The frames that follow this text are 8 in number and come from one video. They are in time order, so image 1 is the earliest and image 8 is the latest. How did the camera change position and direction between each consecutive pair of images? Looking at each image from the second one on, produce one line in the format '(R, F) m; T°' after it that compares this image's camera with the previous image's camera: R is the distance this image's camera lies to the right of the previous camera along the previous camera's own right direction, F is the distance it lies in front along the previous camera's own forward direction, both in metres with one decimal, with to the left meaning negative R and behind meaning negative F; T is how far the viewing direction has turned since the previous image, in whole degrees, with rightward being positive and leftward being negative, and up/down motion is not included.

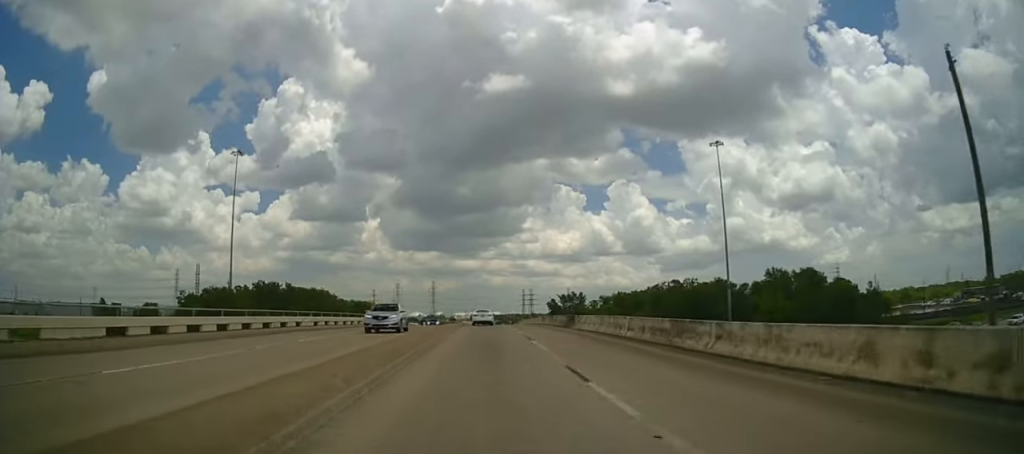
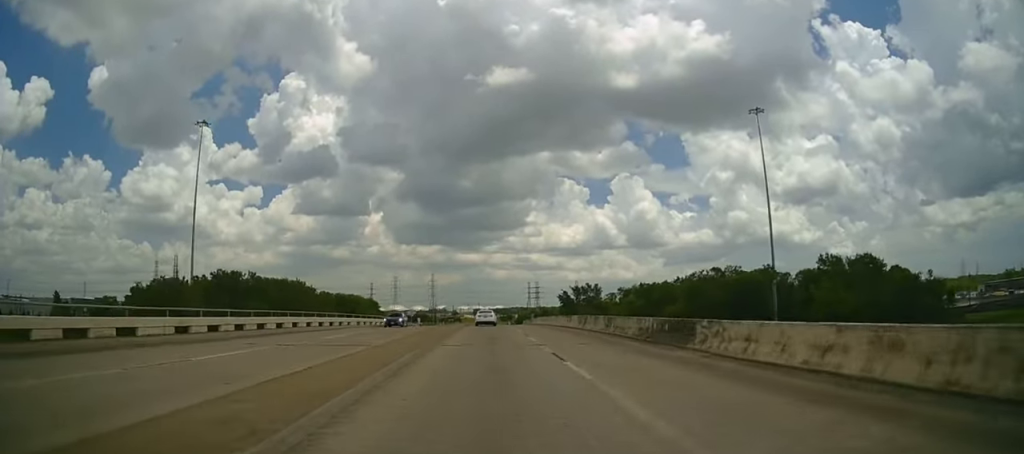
(-0.1, +21.1) m; +1°
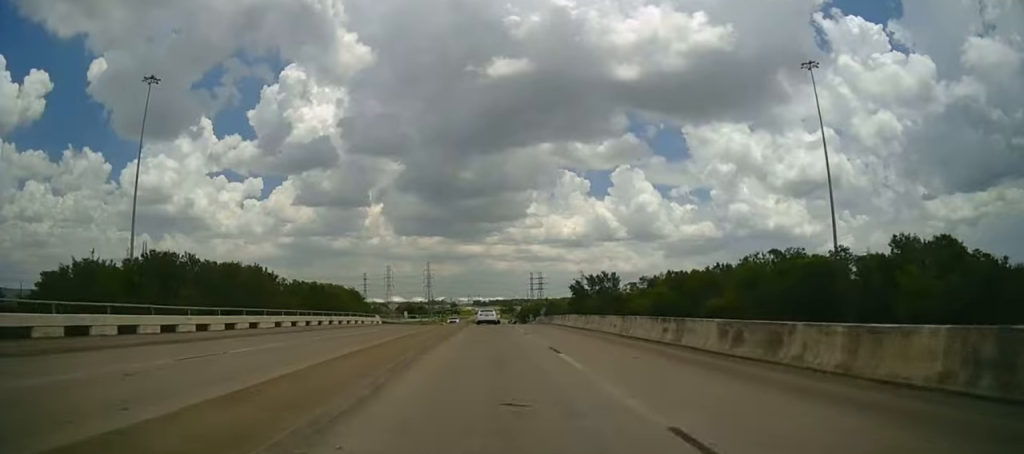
(-0.2, +22.7) m; -1°
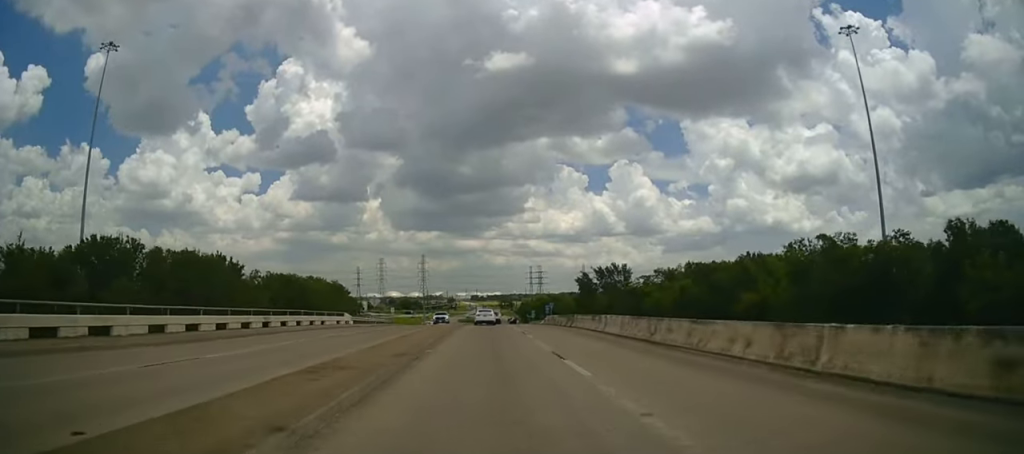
(+0.3, +14.0) m; +1°
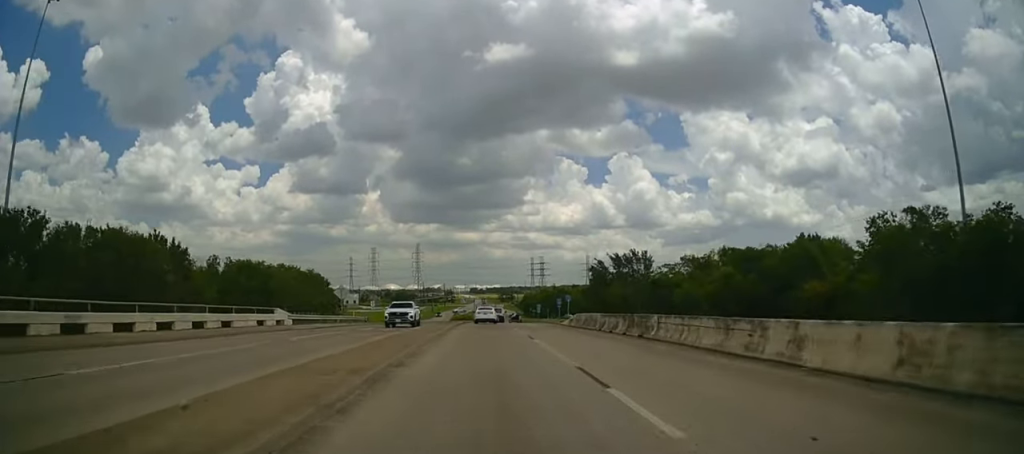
(0.0, +17.8) m; 0°
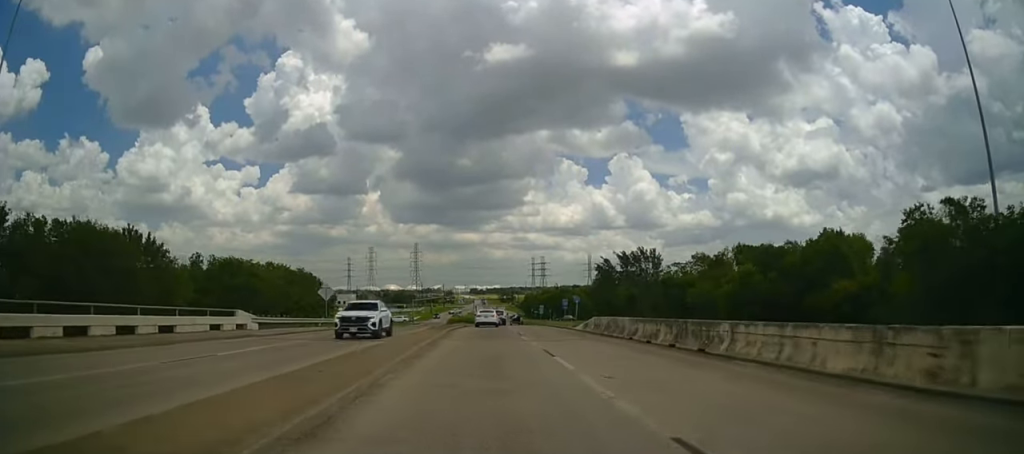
(-0.1, +6.0) m; 0°
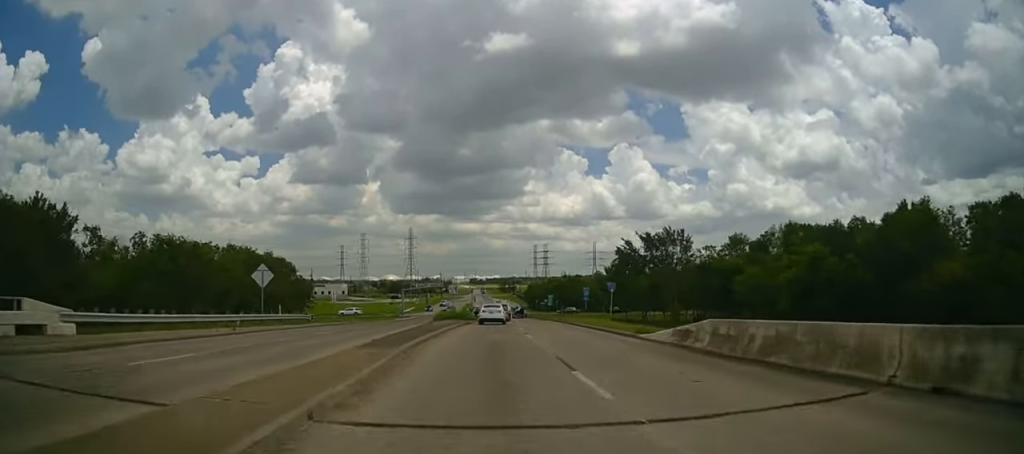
(+0.2, +16.2) m; 0°
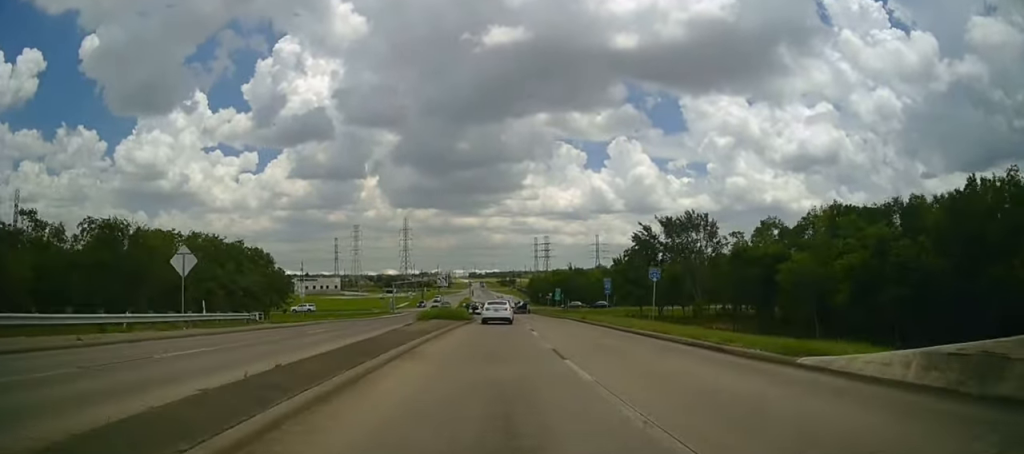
(-0.3, +11.1) m; +1°
